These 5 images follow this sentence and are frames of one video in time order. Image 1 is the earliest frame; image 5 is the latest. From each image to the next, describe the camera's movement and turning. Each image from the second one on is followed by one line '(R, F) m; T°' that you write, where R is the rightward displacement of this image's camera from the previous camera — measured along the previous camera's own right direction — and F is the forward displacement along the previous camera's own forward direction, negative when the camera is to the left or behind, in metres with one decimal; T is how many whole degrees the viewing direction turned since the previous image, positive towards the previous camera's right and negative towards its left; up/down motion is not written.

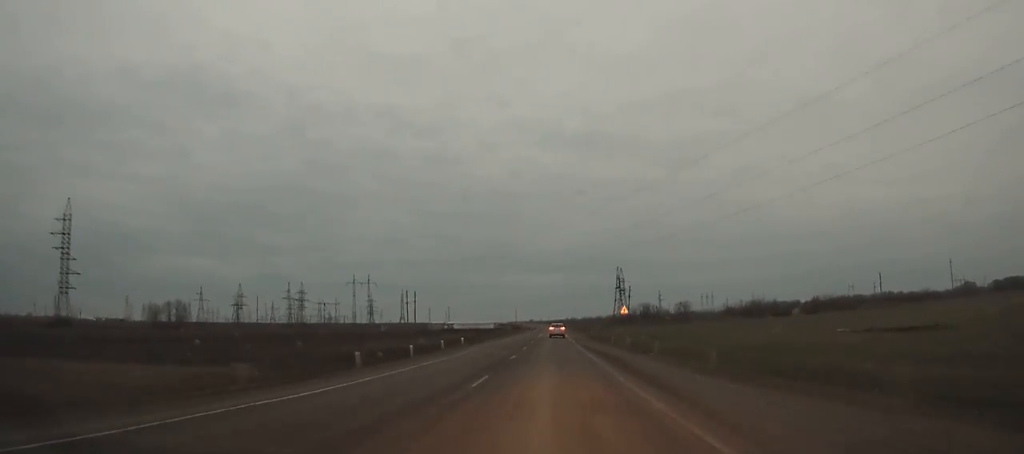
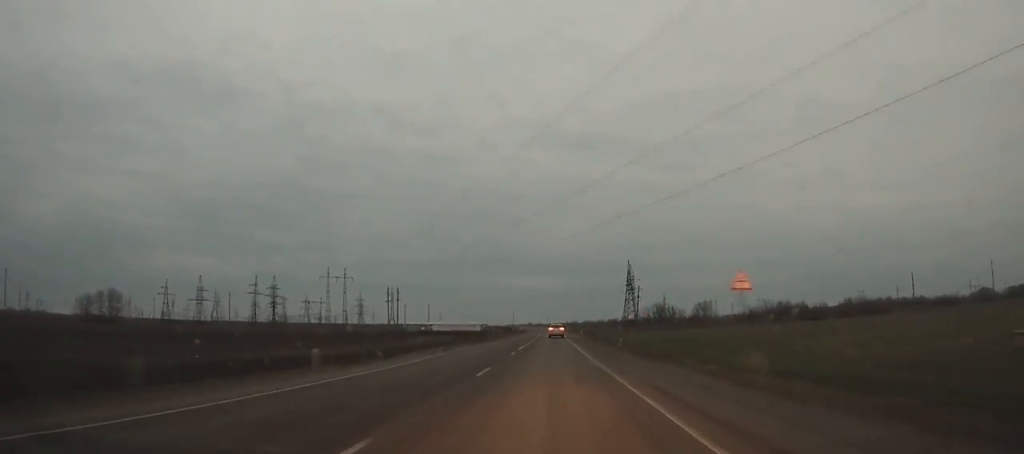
(+0.1, +34.0) m; 0°
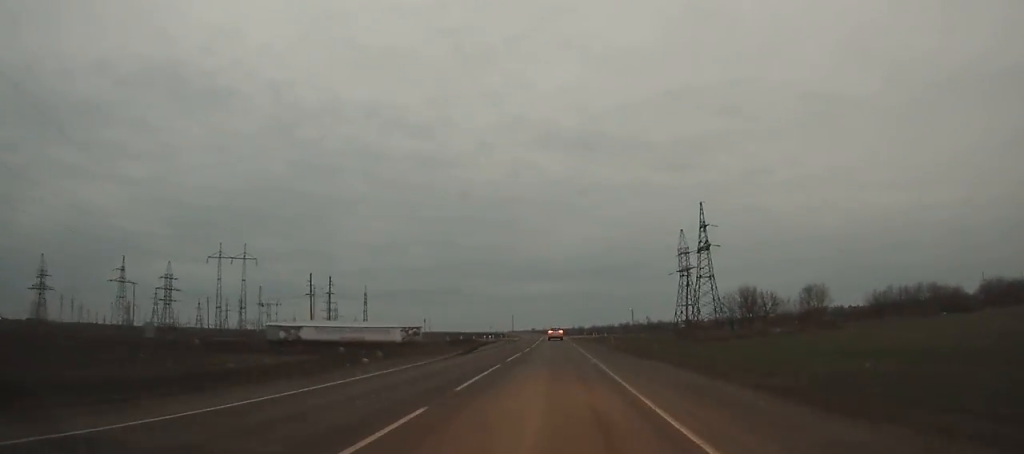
(-0.2, +93.6) m; -1°
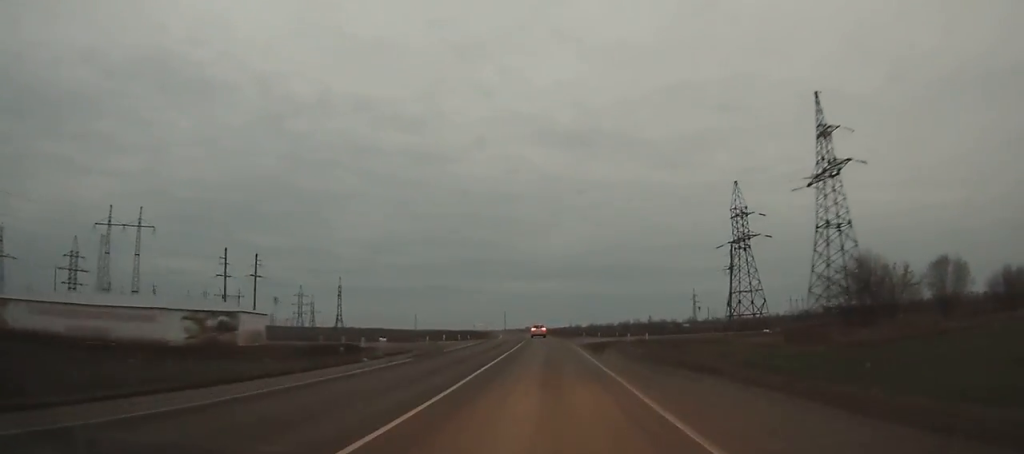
(-0.2, +48.9) m; -1°
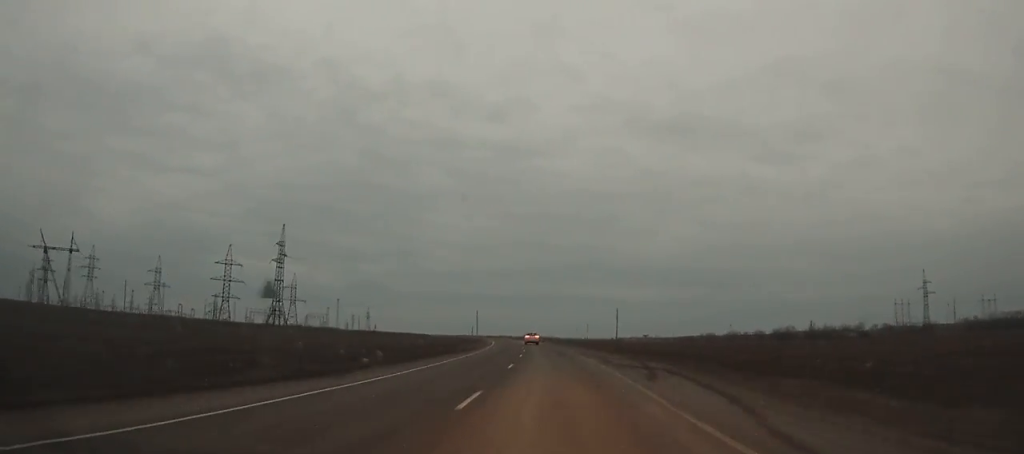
(-19.3, +222.7) m; -11°
